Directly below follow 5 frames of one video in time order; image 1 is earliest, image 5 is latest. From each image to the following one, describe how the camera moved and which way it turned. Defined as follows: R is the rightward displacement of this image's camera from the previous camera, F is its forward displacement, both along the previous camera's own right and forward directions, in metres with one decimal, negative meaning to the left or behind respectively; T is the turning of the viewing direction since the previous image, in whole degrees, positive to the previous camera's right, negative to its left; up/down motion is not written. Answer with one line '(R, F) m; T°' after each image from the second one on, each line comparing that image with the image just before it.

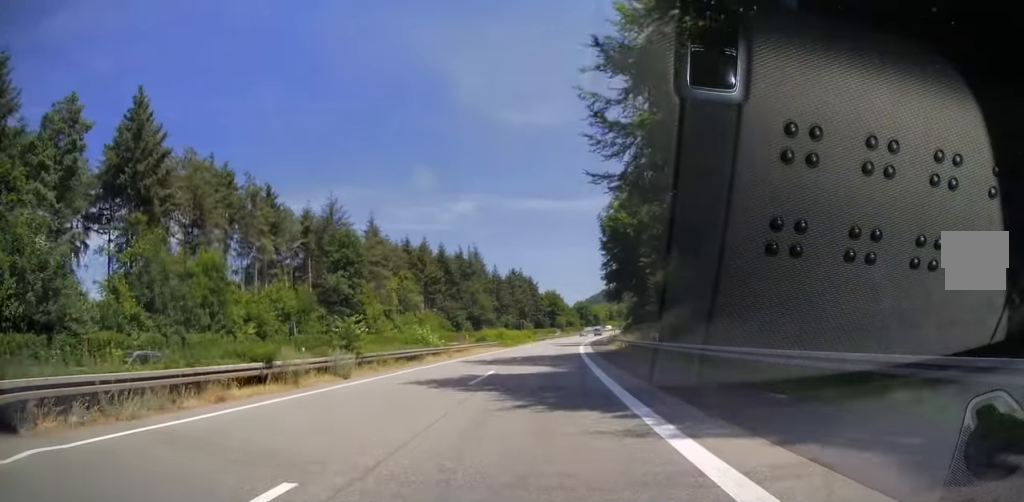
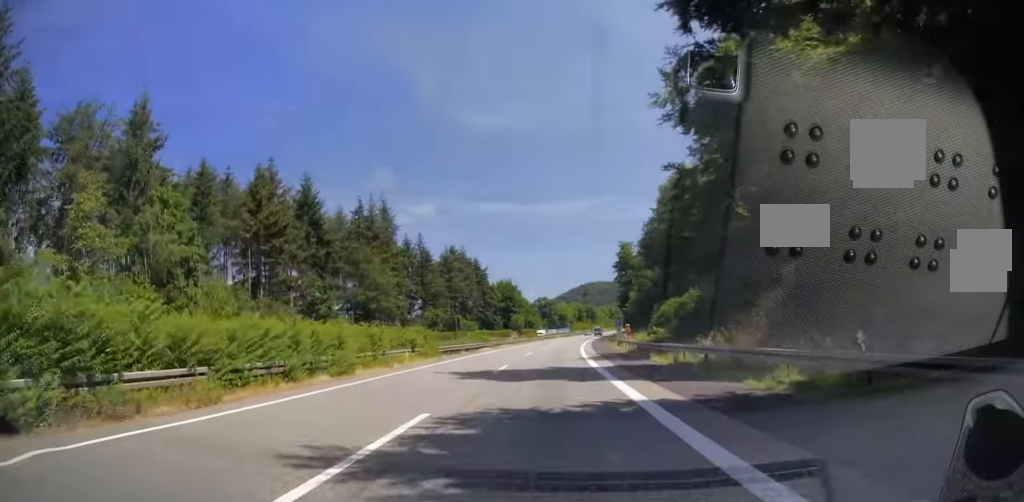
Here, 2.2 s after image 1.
(+2.5, +66.7) m; +3°
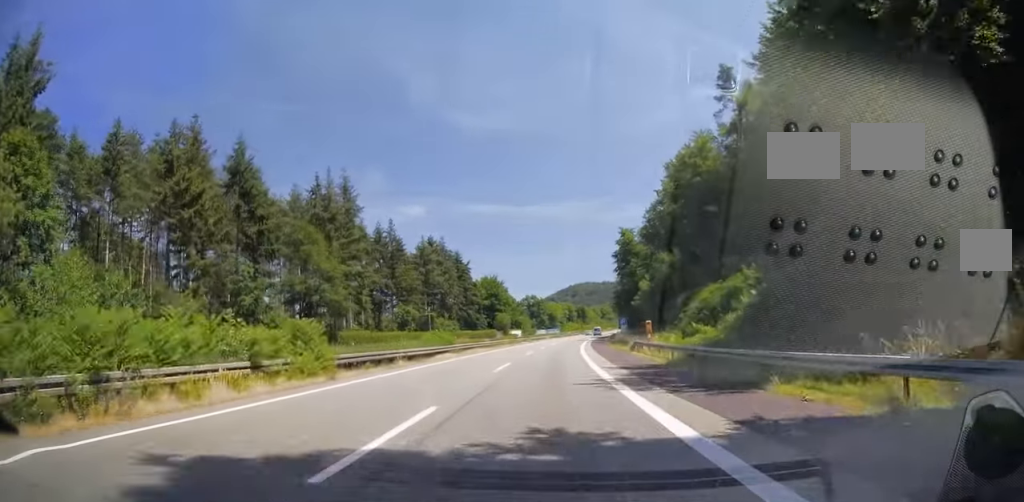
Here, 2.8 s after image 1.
(+0.1, +17.3) m; +1°
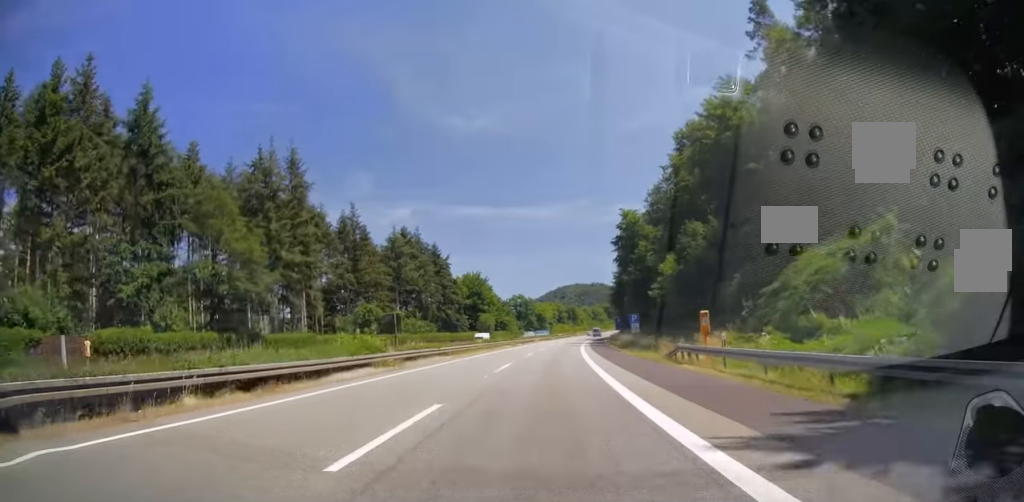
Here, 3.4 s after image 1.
(+0.2, +17.3) m; +1°
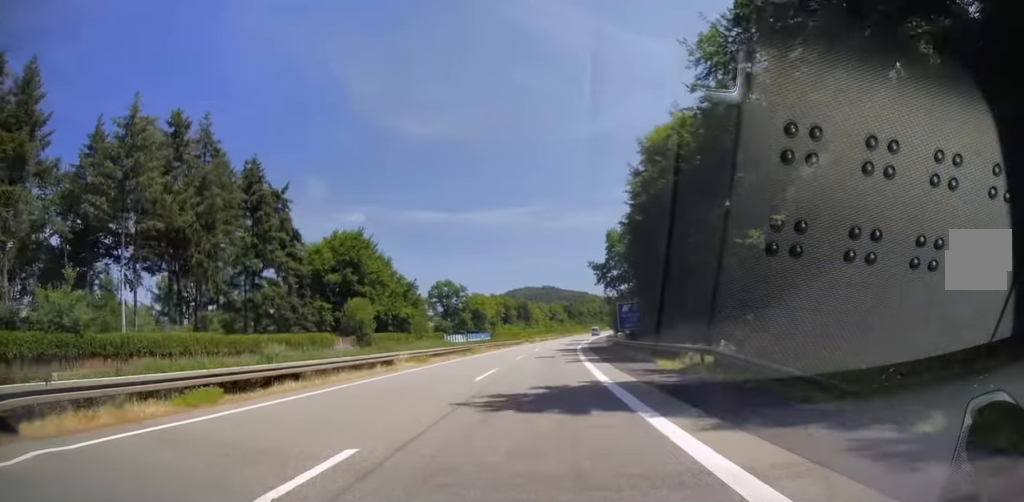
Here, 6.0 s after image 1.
(+4.3, +76.8) m; +5°
